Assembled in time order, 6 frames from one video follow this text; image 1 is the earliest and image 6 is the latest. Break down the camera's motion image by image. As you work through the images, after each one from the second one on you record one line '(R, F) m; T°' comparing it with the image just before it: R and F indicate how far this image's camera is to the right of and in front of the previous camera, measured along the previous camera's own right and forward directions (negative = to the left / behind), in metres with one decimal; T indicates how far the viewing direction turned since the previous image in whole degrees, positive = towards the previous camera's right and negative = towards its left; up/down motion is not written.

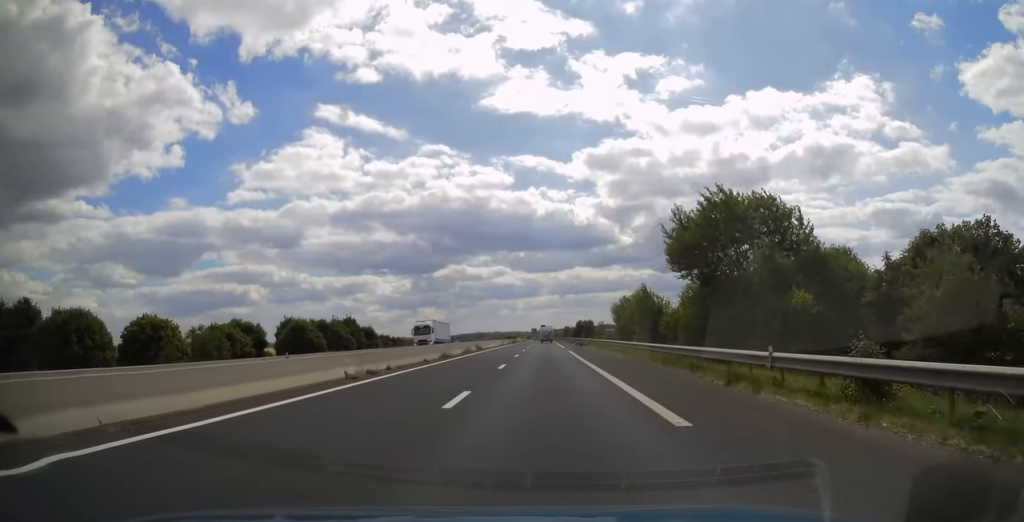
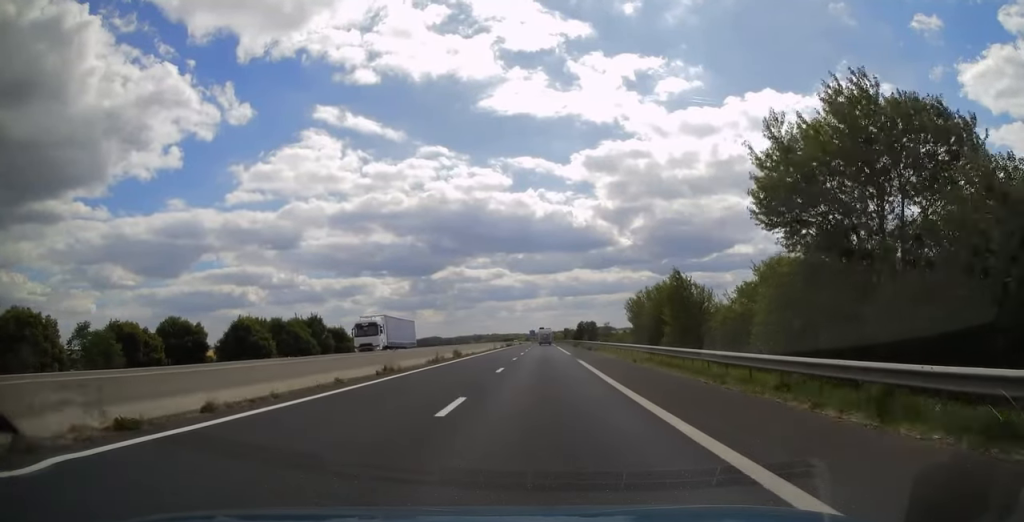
(0.0, +13.7) m; 0°
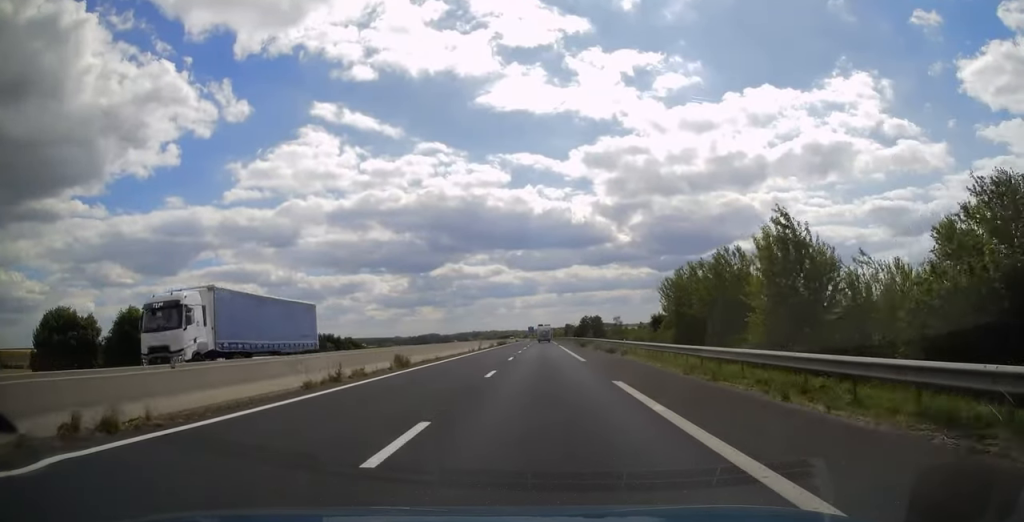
(+0.1, +17.1) m; 0°
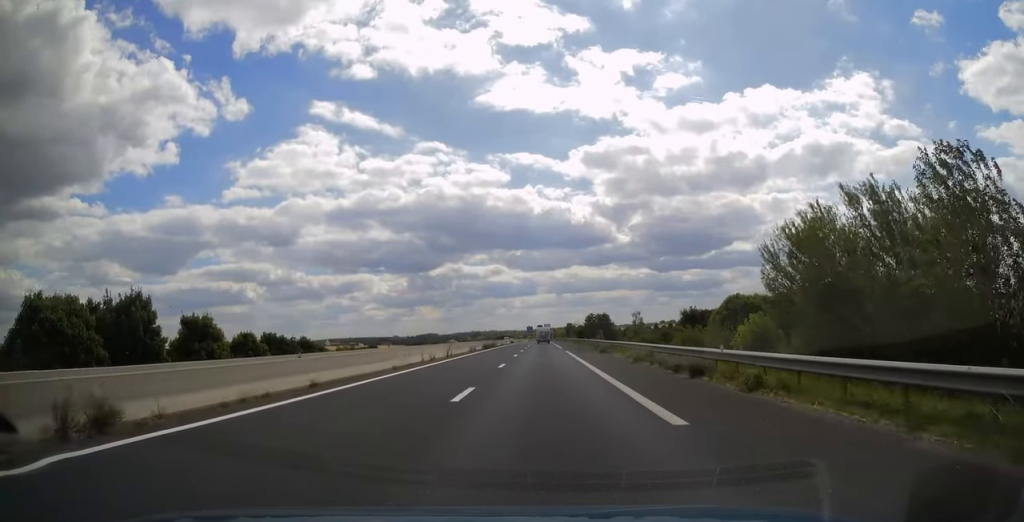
(-0.2, +19.6) m; 0°
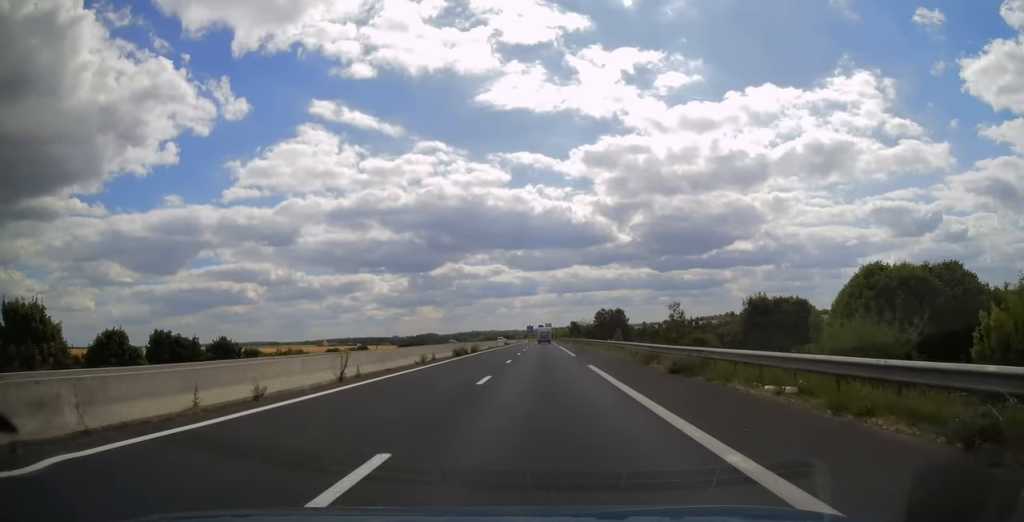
(0.0, +21.6) m; 0°
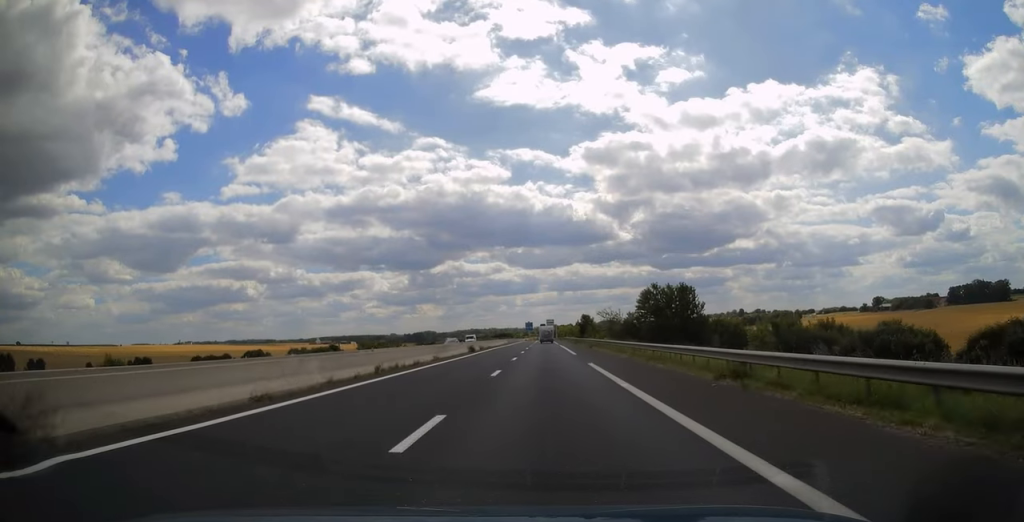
(+0.3, +48.6) m; 0°
